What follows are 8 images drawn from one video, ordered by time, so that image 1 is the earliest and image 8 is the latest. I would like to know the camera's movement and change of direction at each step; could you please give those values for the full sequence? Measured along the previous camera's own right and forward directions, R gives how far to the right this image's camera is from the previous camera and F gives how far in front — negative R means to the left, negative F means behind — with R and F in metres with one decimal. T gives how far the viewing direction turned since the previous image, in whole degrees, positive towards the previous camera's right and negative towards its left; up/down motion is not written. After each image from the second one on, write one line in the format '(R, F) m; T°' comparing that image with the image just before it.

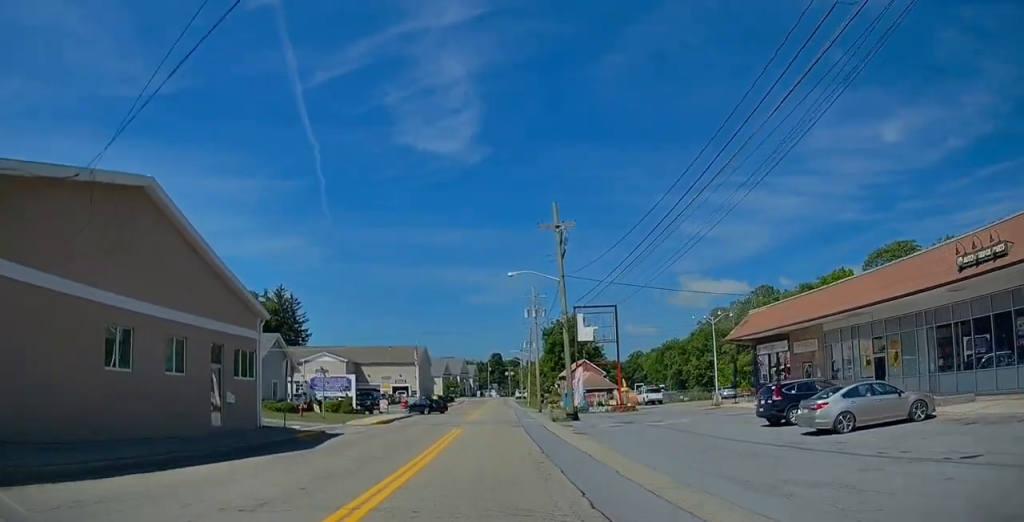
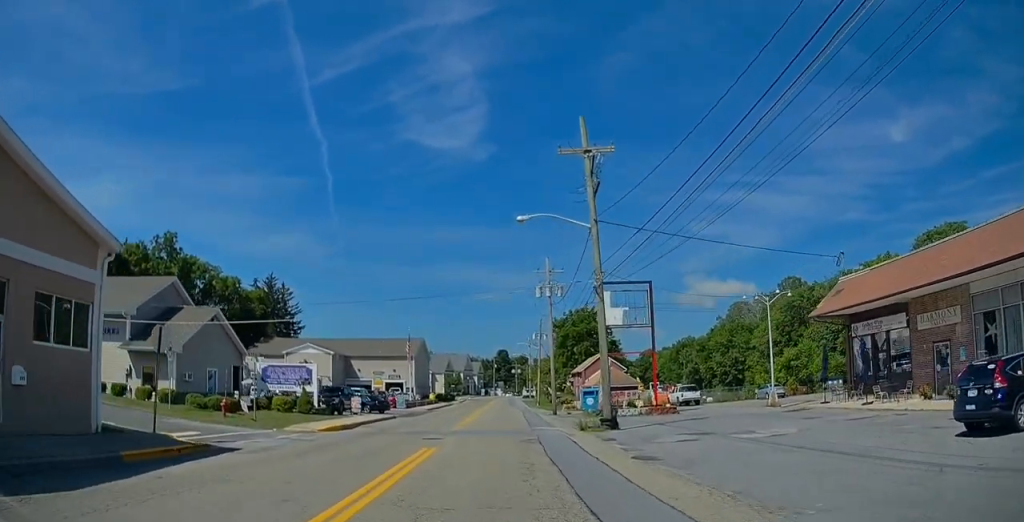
(-0.1, +11.9) m; +1°
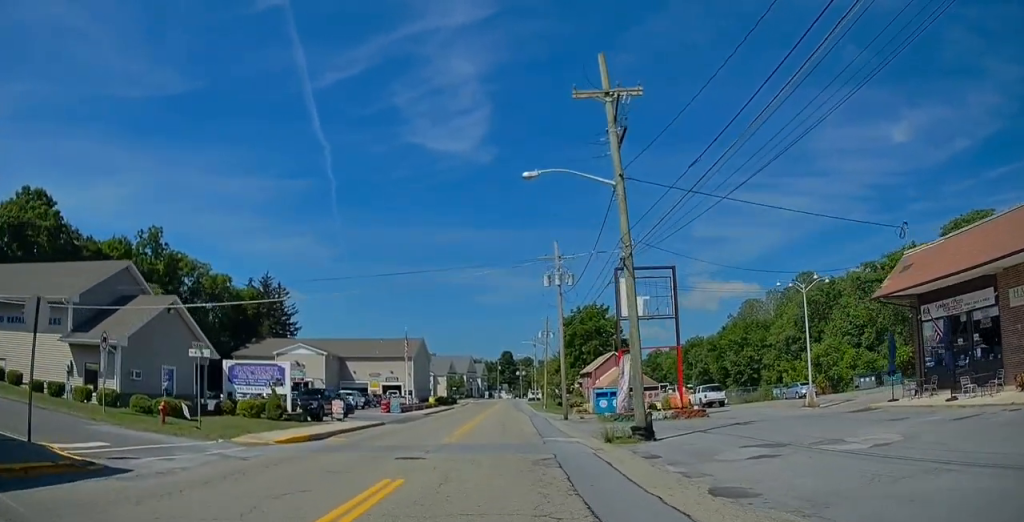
(+0.3, +5.6) m; 0°
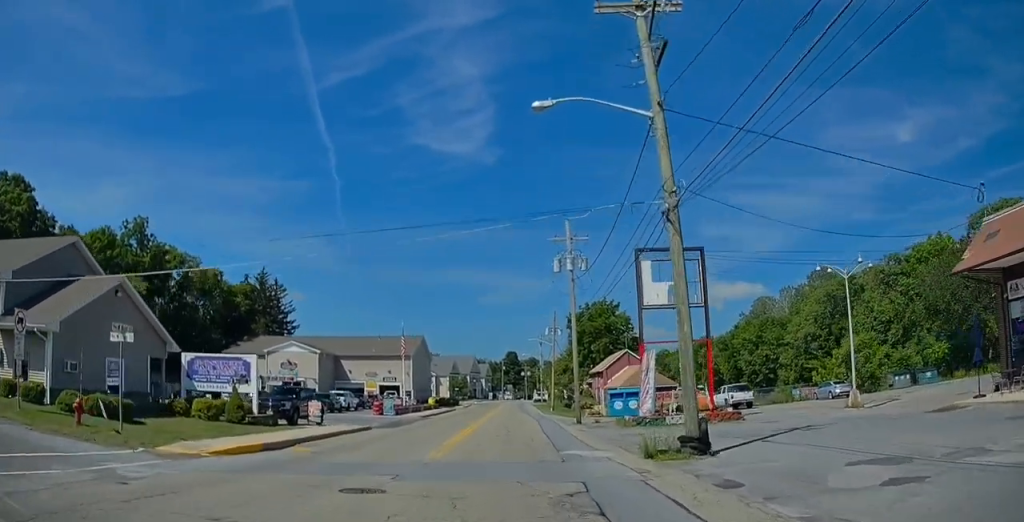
(+0.1, +5.4) m; 0°
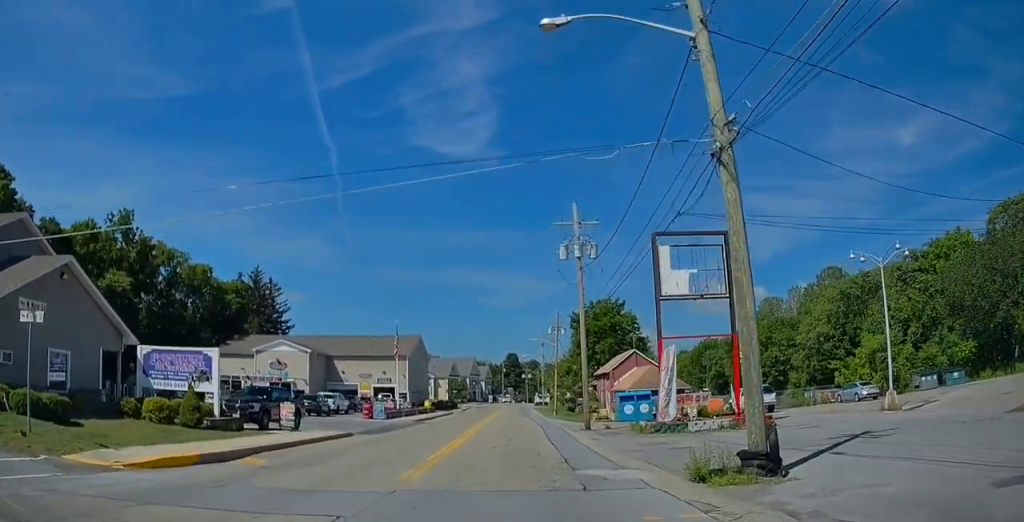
(-0.2, +4.0) m; 0°
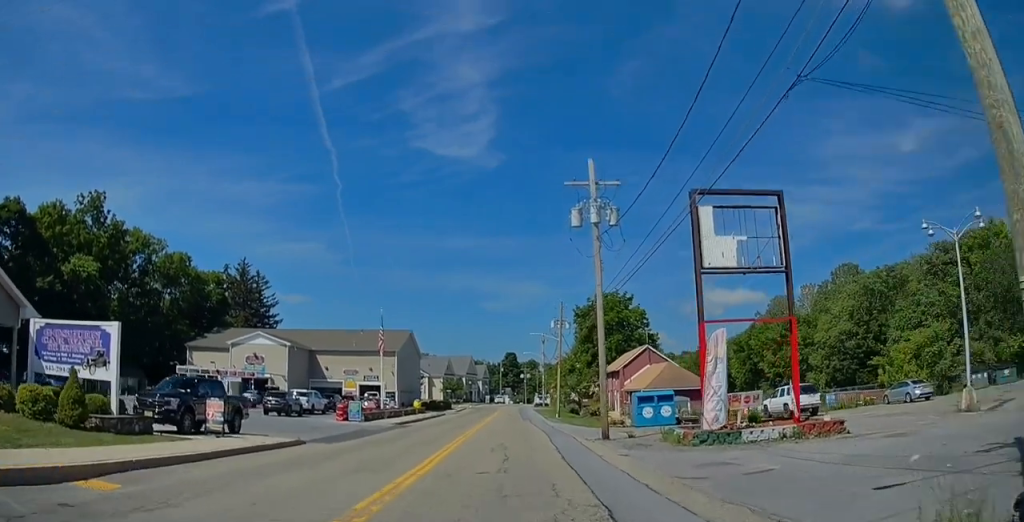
(-0.1, +7.1) m; -1°
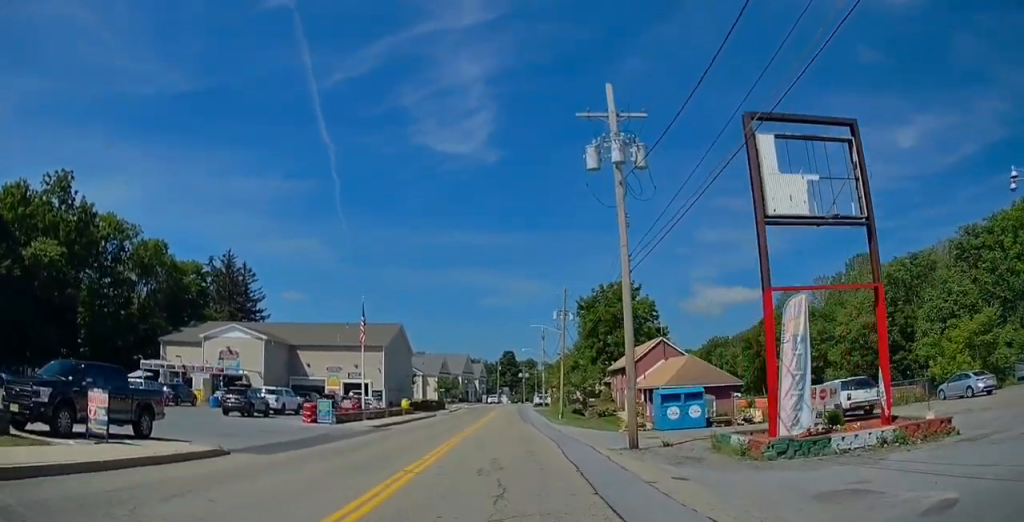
(+0.3, +6.6) m; -2°
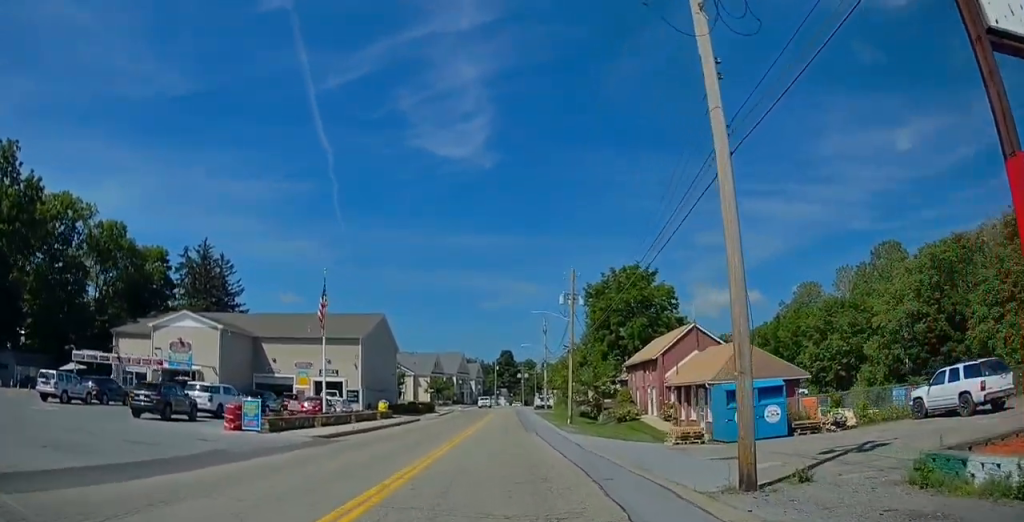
(-0.7, +9.9) m; -1°
